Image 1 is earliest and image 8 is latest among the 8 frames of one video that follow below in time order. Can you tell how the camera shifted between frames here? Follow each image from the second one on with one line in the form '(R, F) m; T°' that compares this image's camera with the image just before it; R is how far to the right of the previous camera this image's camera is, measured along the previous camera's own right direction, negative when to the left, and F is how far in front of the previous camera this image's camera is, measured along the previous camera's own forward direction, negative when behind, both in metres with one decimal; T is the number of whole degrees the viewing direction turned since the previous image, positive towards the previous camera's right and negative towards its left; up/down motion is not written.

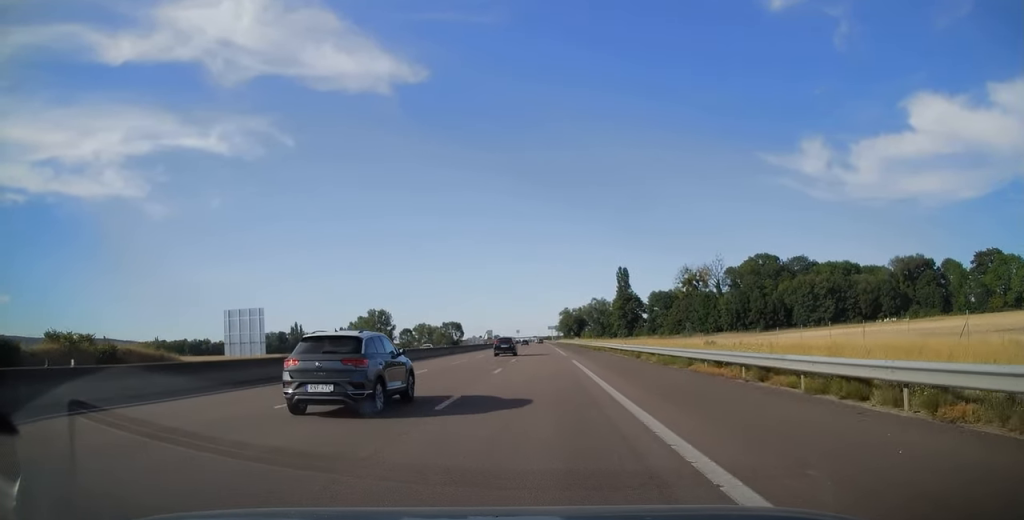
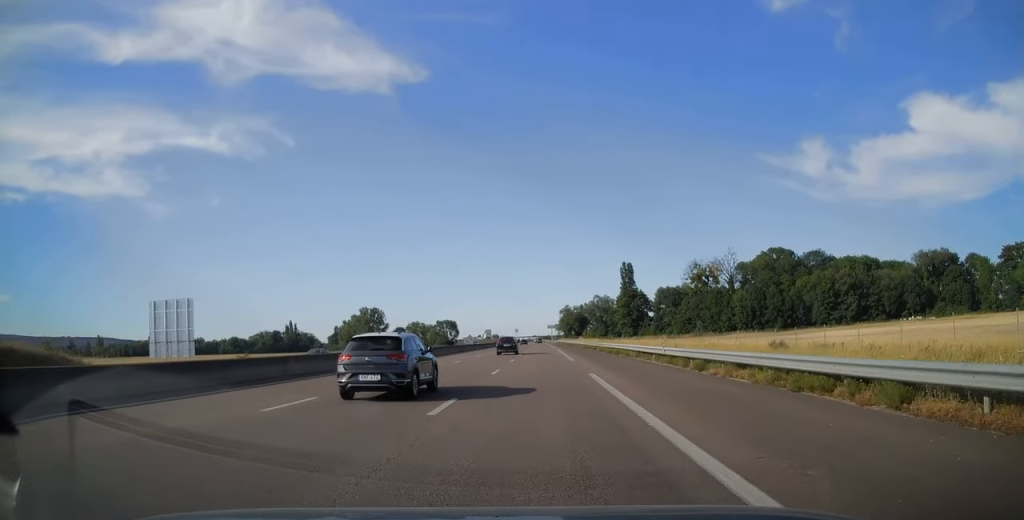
(-0.1, +13.9) m; 0°
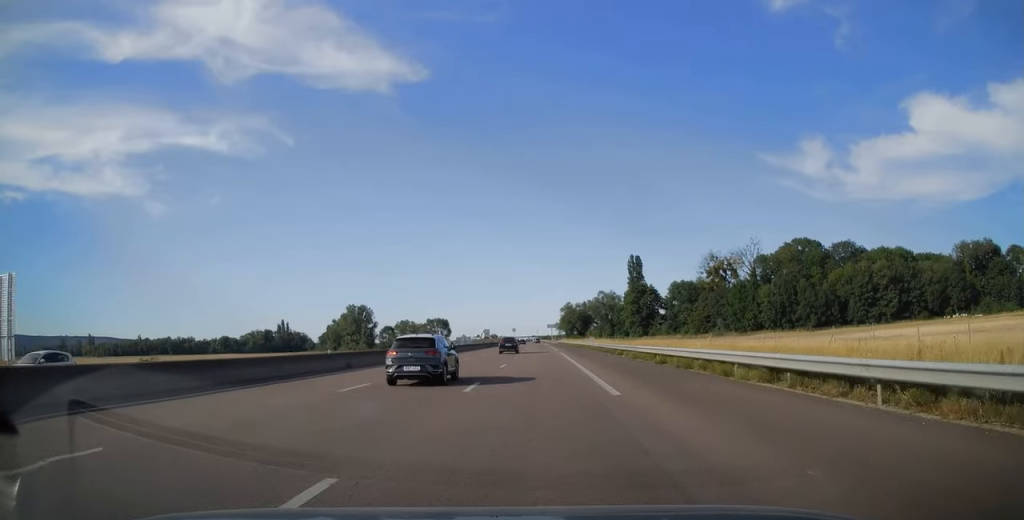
(0.0, +21.1) m; 0°
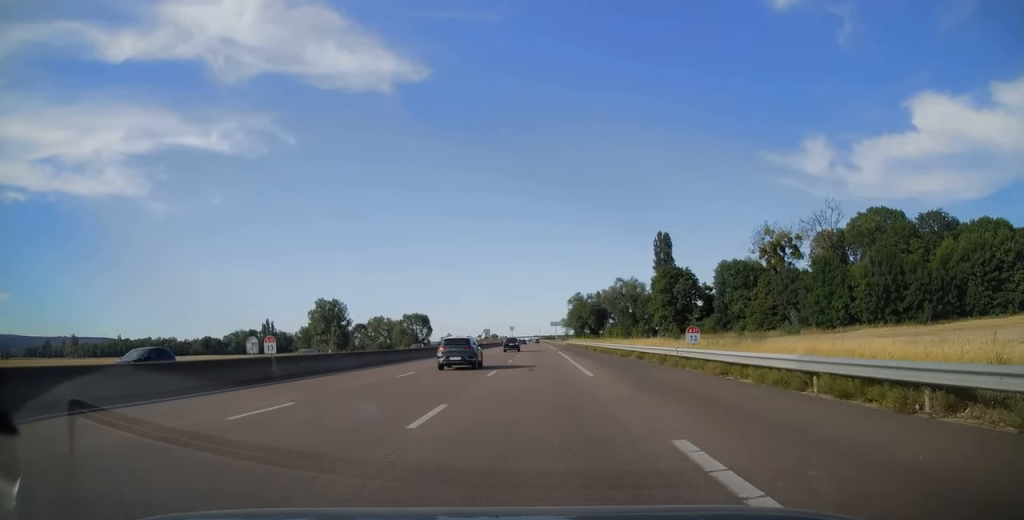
(+0.2, +45.3) m; 0°
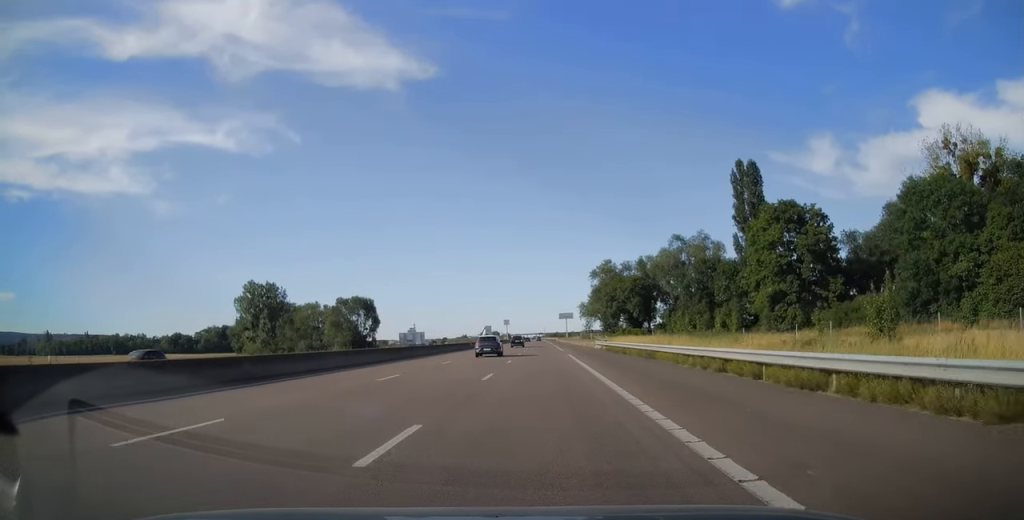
(-0.5, +68.7) m; -1°
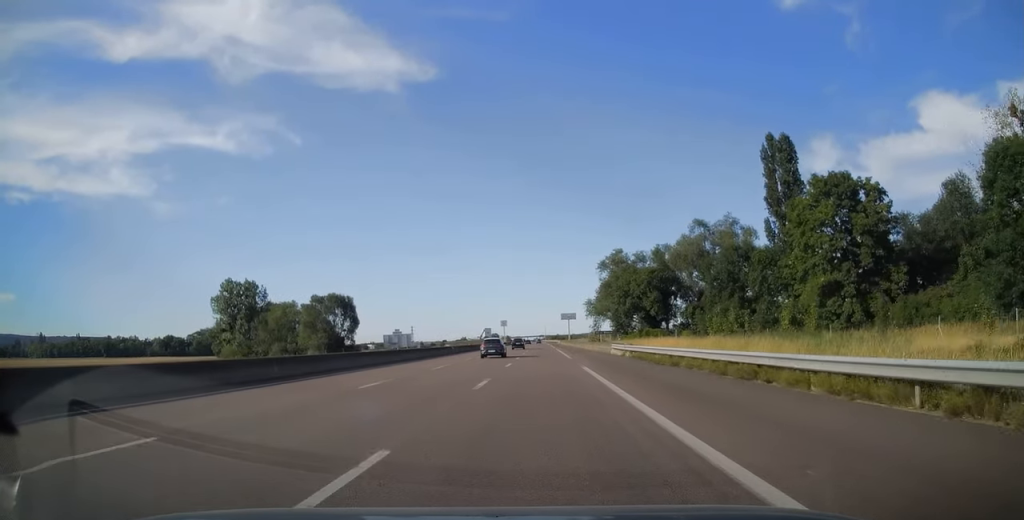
(0.0, +15.1) m; 0°
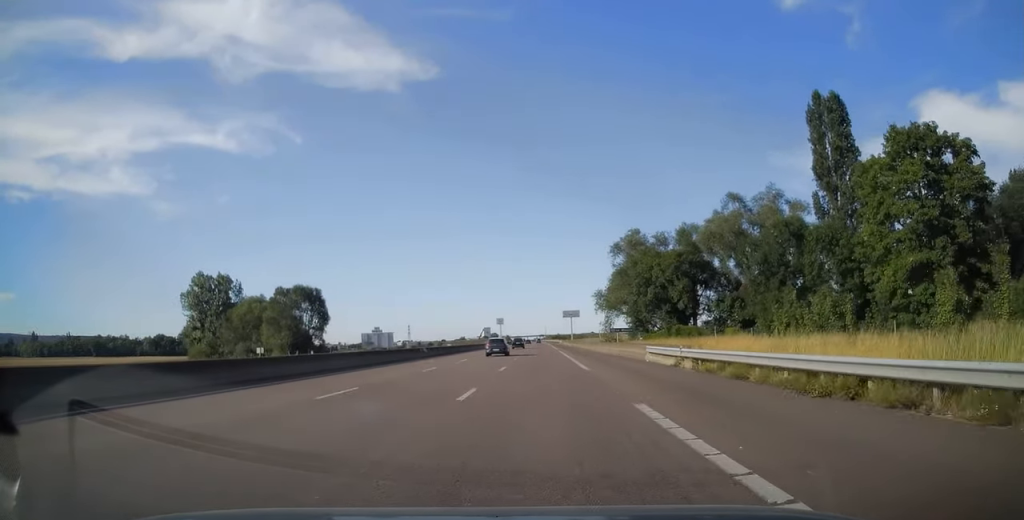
(0.0, +16.6) m; 0°
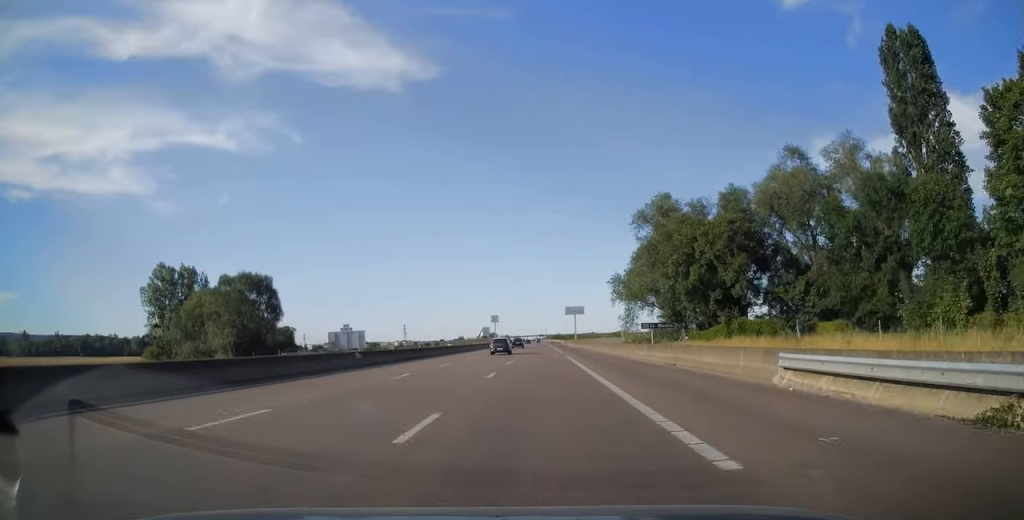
(0.0, +18.7) m; 0°
